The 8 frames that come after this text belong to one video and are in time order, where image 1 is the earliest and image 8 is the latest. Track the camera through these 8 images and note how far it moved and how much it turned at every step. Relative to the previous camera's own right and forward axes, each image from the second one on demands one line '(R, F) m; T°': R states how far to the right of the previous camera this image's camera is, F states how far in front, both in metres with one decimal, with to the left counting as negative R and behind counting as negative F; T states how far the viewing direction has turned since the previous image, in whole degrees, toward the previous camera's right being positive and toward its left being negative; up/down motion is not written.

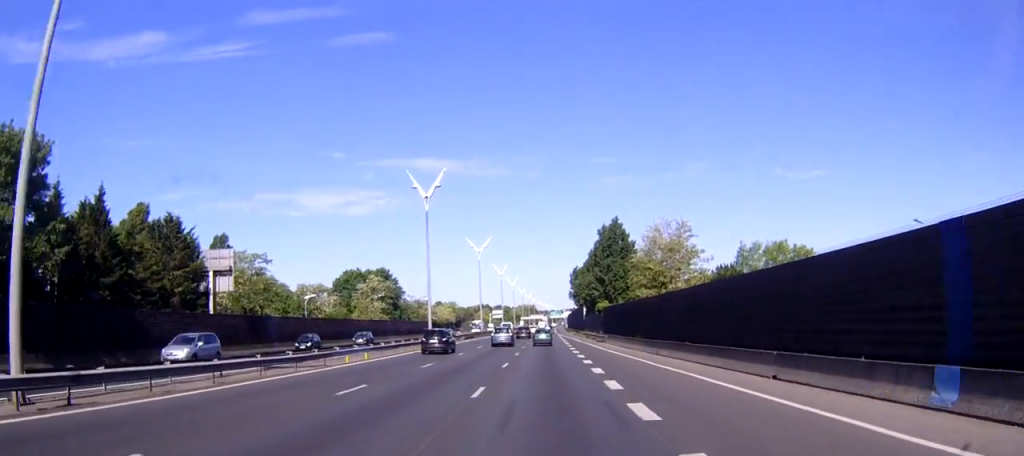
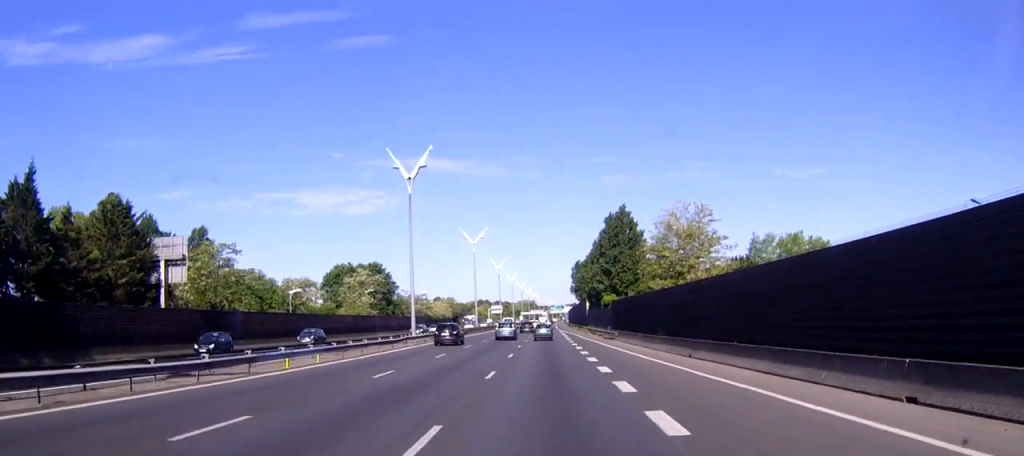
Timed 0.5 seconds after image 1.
(0.0, +9.2) m; 0°
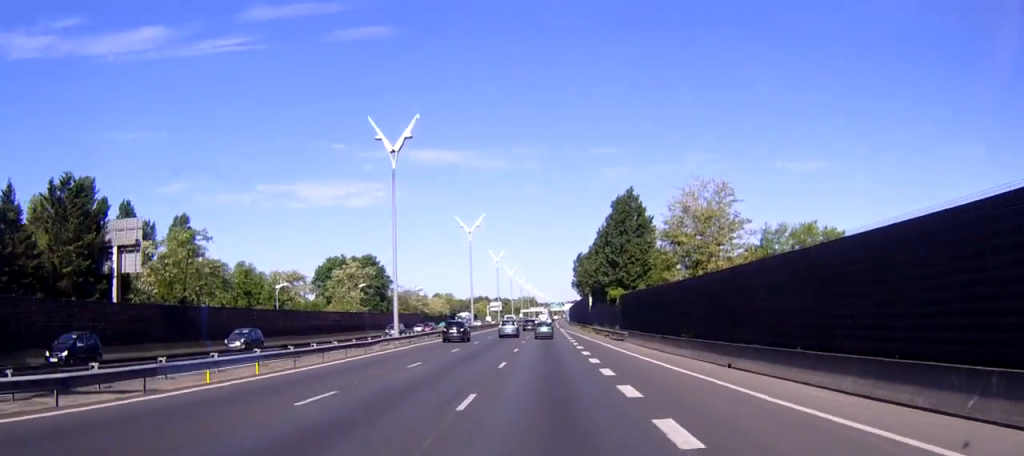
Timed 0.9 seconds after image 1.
(0.0, +7.3) m; 0°
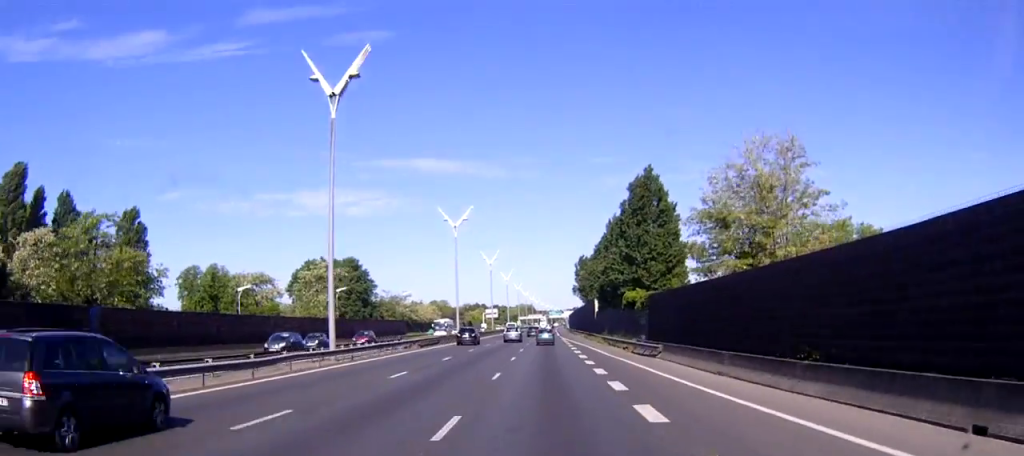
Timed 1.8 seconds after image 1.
(+0.1, +16.4) m; 0°
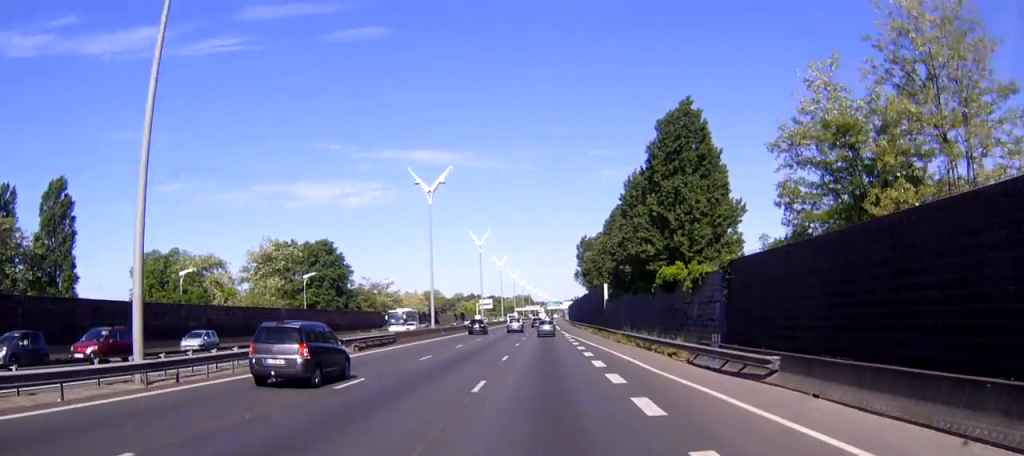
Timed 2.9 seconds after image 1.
(0.0, +19.2) m; 0°
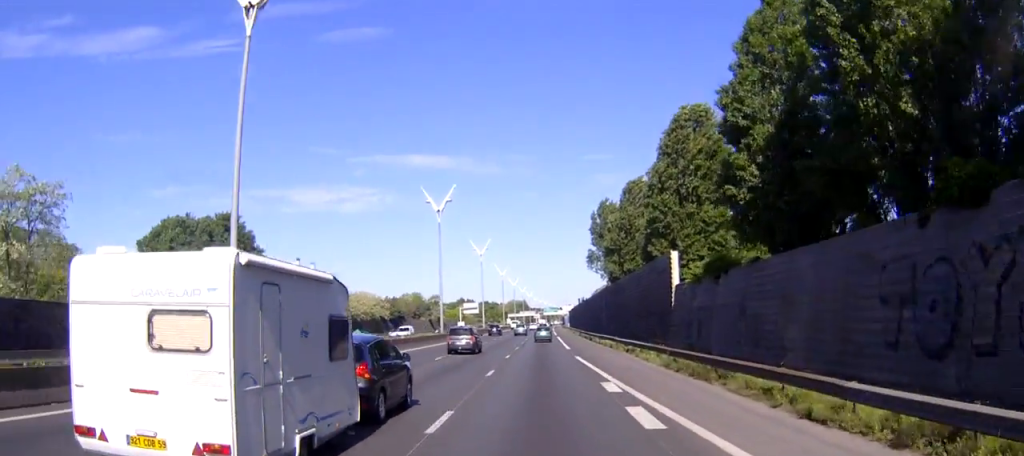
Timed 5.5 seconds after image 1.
(+0.2, +46.6) m; 0°
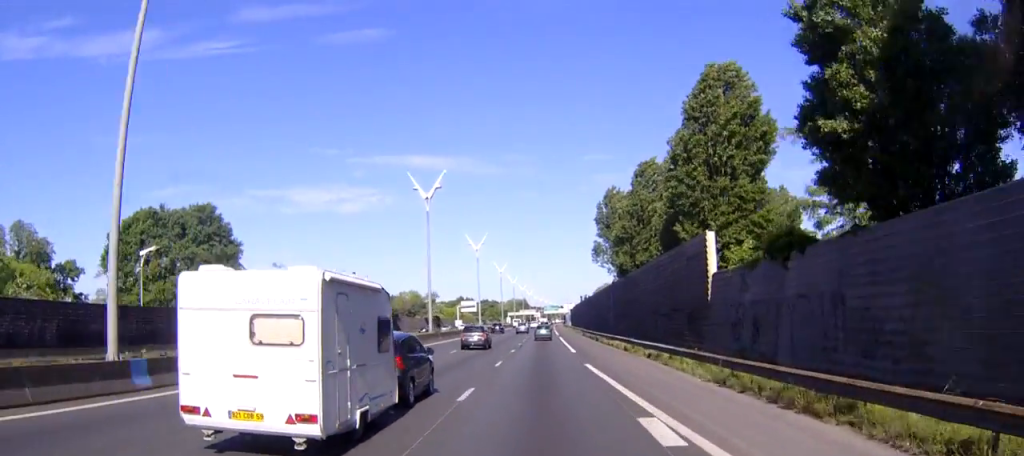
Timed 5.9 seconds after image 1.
(0.0, +8.4) m; 0°
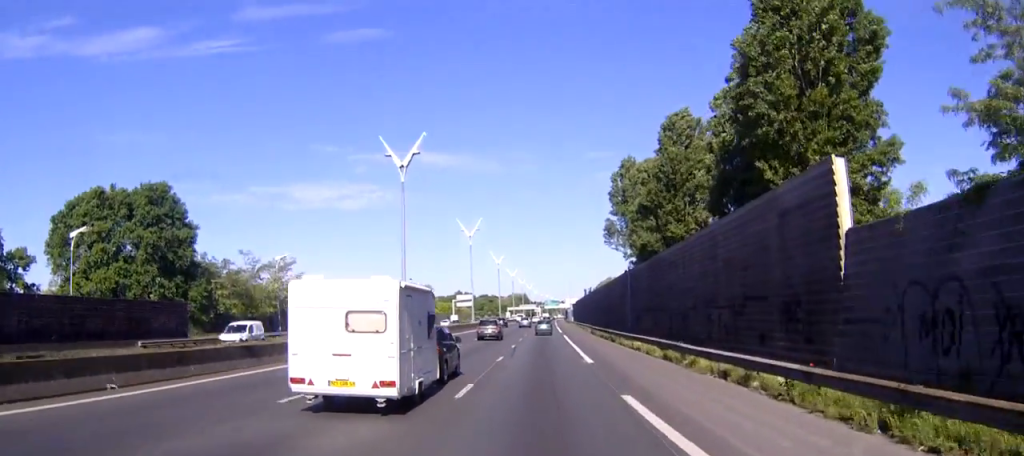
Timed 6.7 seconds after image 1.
(0.0, +13.8) m; 0°
